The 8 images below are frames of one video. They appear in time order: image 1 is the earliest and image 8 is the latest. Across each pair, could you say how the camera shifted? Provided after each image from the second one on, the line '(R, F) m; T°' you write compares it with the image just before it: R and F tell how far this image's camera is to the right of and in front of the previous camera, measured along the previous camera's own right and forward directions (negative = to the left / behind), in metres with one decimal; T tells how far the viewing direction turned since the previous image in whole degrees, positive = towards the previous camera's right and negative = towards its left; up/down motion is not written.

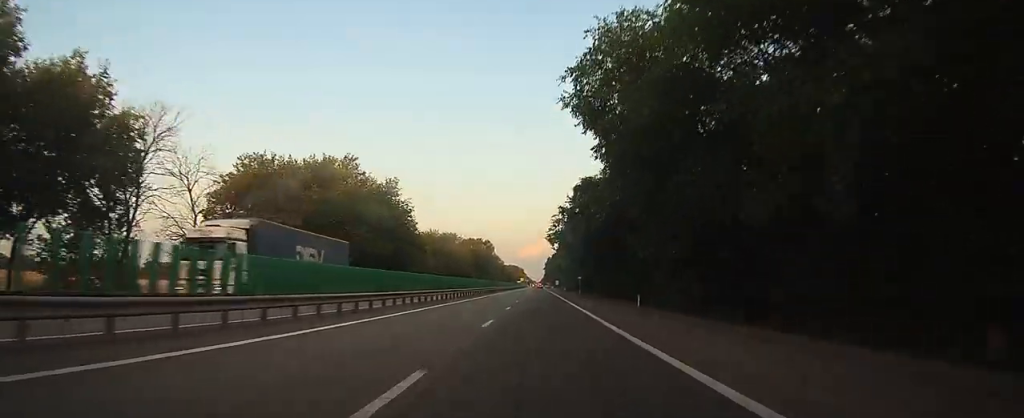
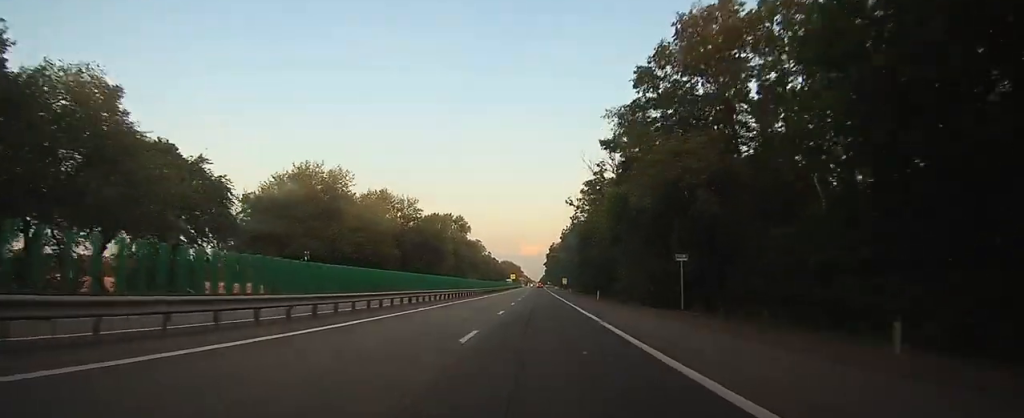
(-0.1, +76.4) m; 0°
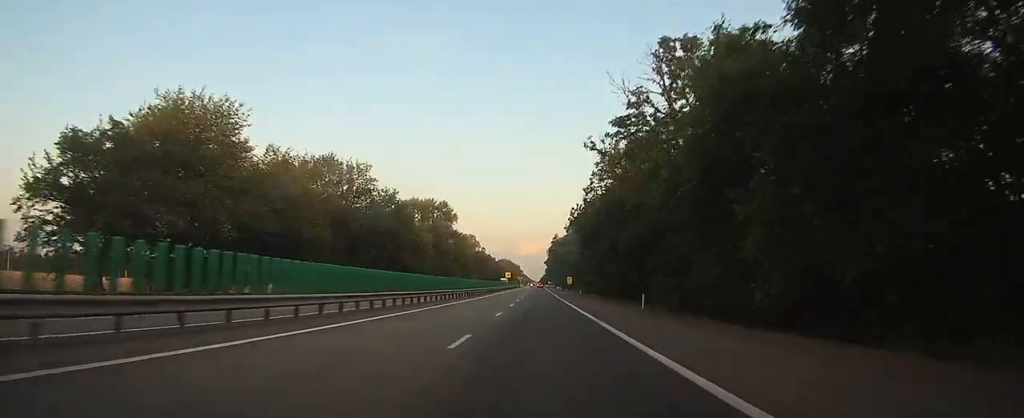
(0.0, +25.6) m; 0°
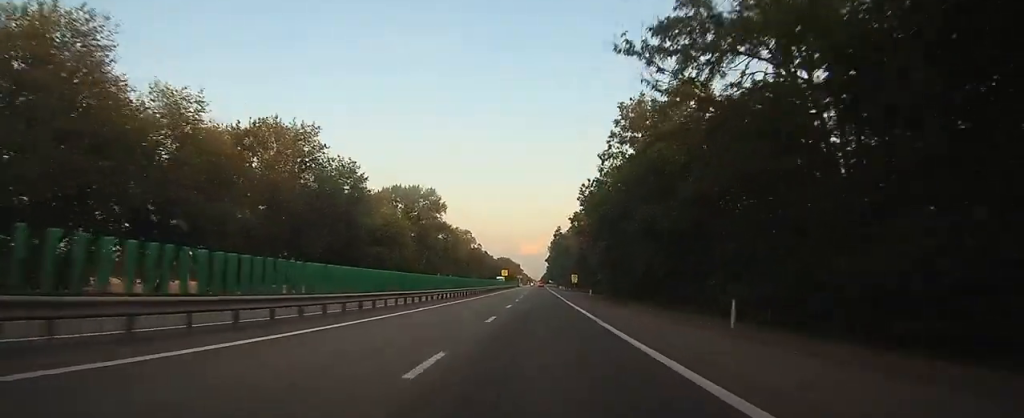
(0.0, +15.9) m; 0°
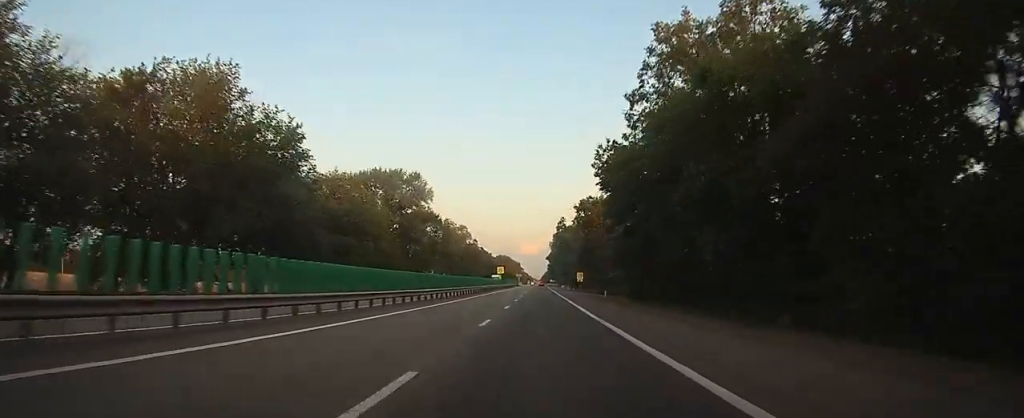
(0.0, +14.8) m; 0°
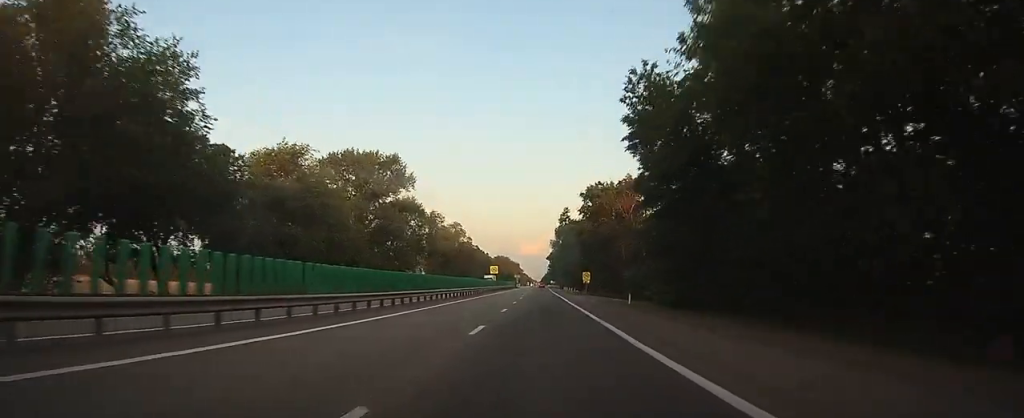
(0.0, +14.5) m; 0°
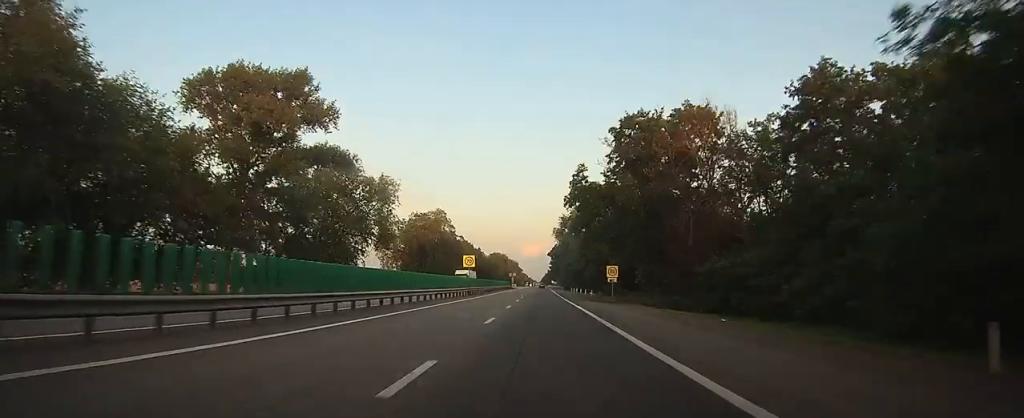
(+0.1, +33.0) m; 0°
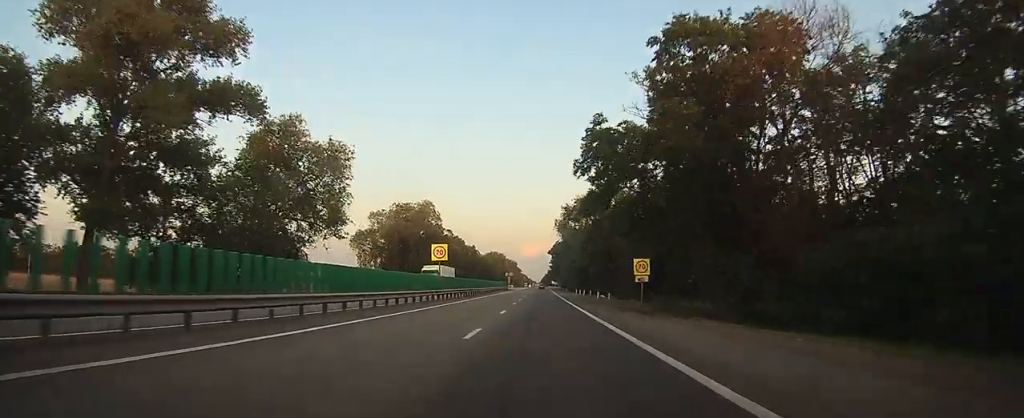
(0.0, +17.4) m; 0°
